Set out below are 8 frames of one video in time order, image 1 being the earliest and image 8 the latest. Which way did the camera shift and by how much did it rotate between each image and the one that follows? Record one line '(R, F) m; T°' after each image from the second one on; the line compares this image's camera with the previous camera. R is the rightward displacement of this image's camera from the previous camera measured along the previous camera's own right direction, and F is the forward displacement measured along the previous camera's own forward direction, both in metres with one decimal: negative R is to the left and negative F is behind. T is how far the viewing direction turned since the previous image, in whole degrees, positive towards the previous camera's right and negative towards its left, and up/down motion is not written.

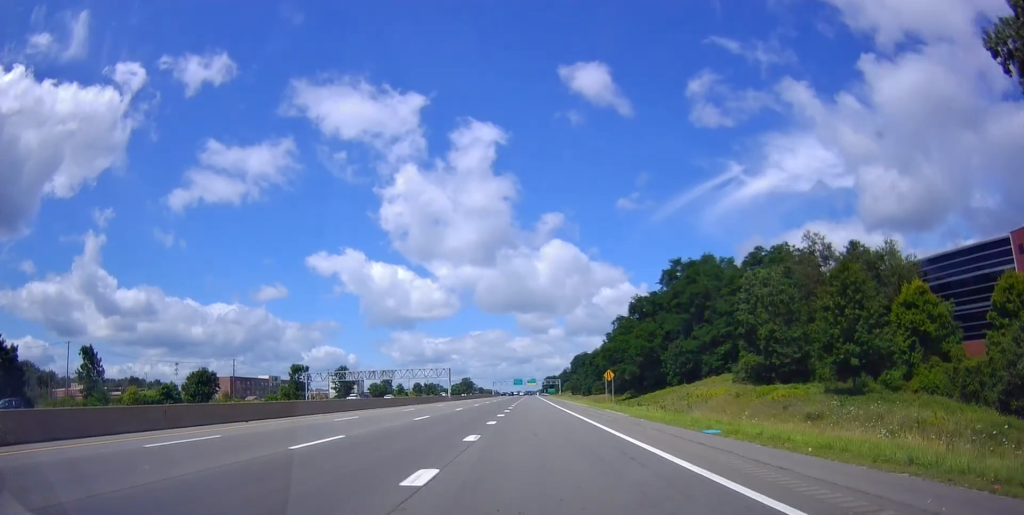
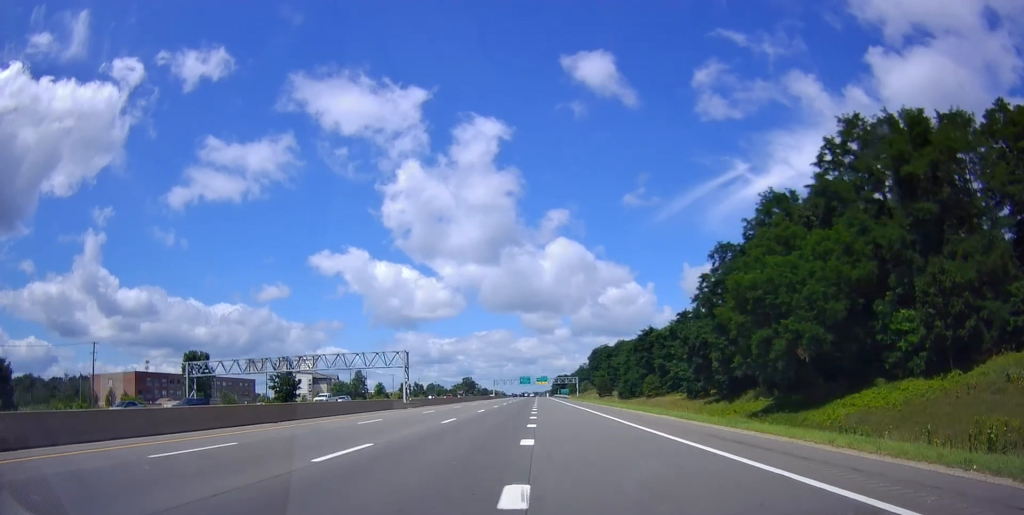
(0.0, +61.1) m; 0°
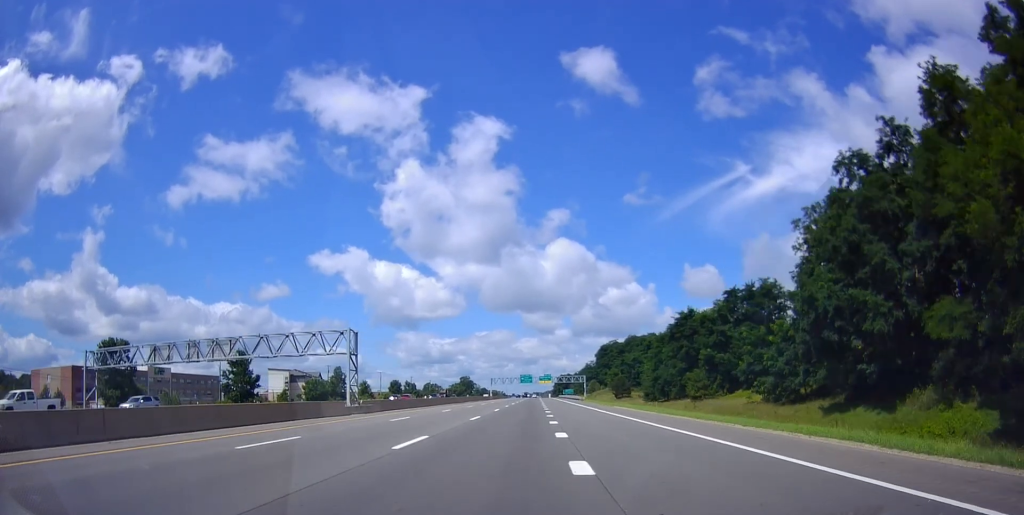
(0.0, +27.4) m; -1°
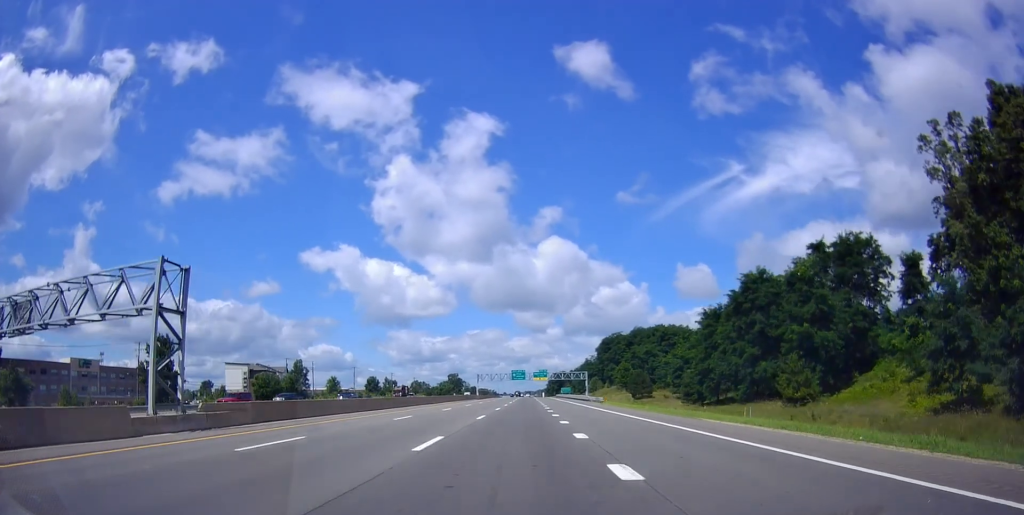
(-0.5, +30.6) m; +1°
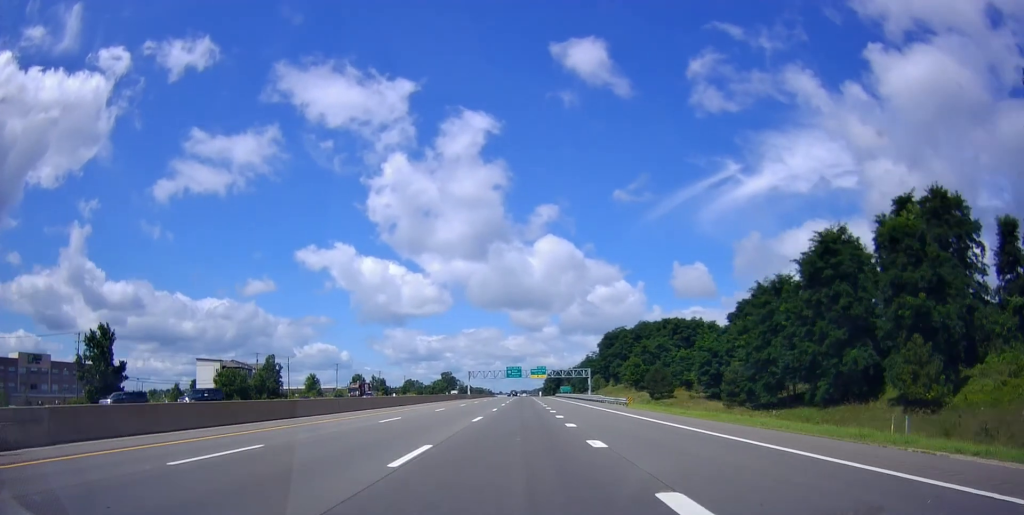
(+0.5, +17.8) m; 0°
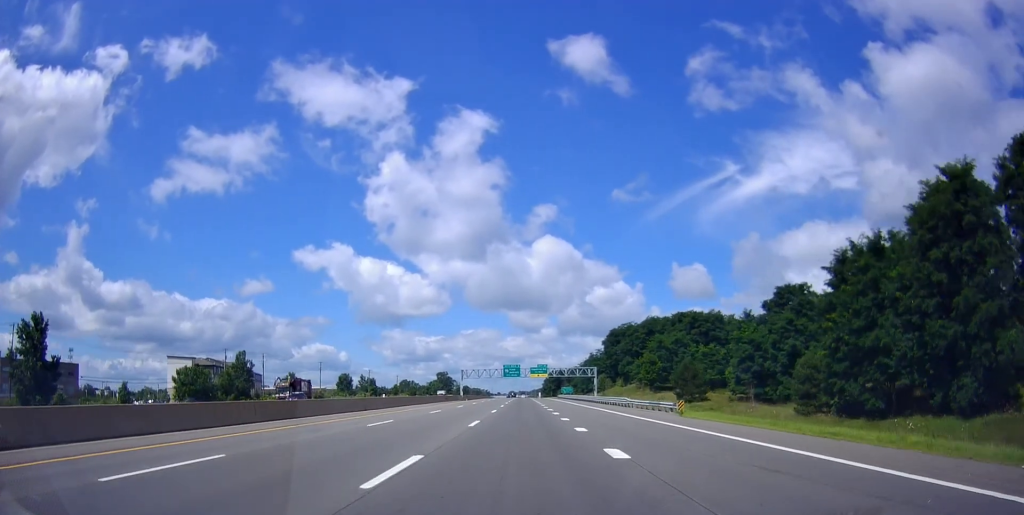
(+0.4, +17.0) m; 0°
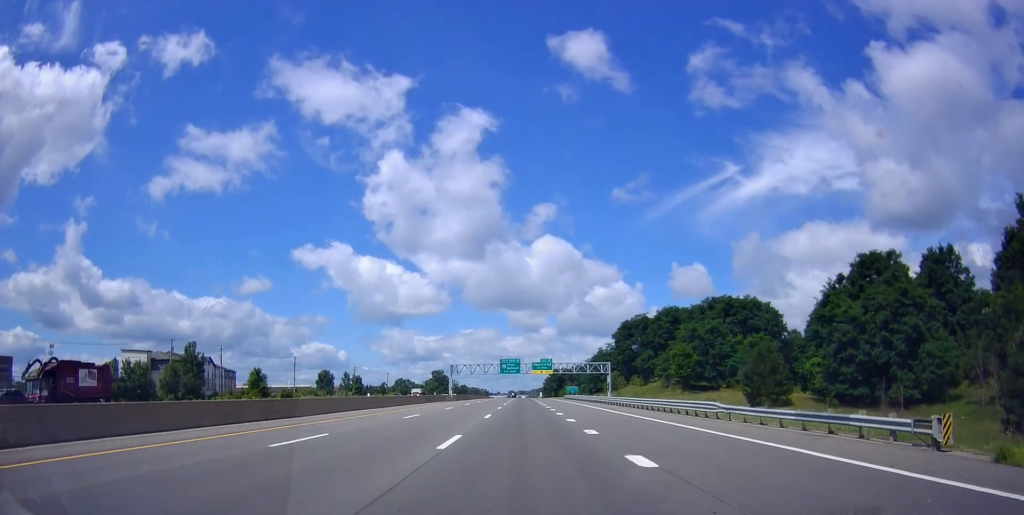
(-0.8, +23.9) m; 0°
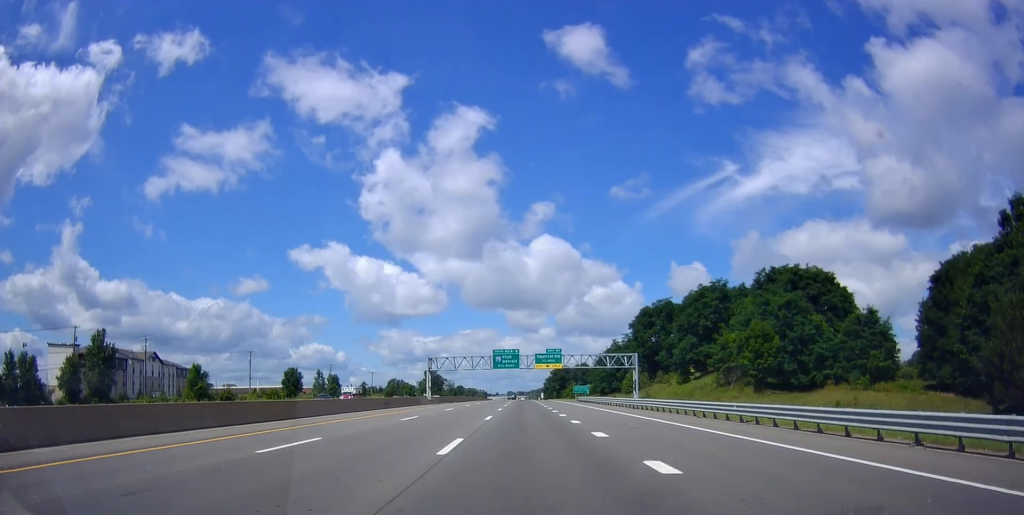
(+1.0, +31.0) m; +1°
